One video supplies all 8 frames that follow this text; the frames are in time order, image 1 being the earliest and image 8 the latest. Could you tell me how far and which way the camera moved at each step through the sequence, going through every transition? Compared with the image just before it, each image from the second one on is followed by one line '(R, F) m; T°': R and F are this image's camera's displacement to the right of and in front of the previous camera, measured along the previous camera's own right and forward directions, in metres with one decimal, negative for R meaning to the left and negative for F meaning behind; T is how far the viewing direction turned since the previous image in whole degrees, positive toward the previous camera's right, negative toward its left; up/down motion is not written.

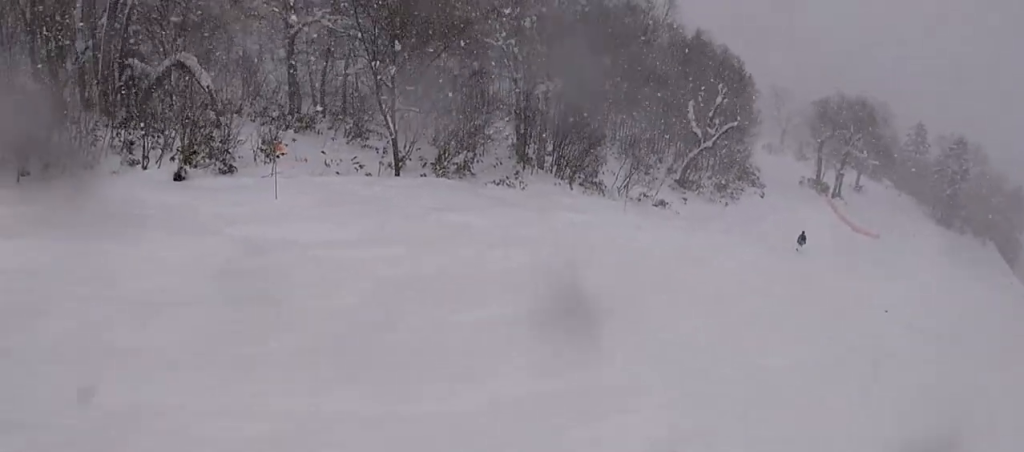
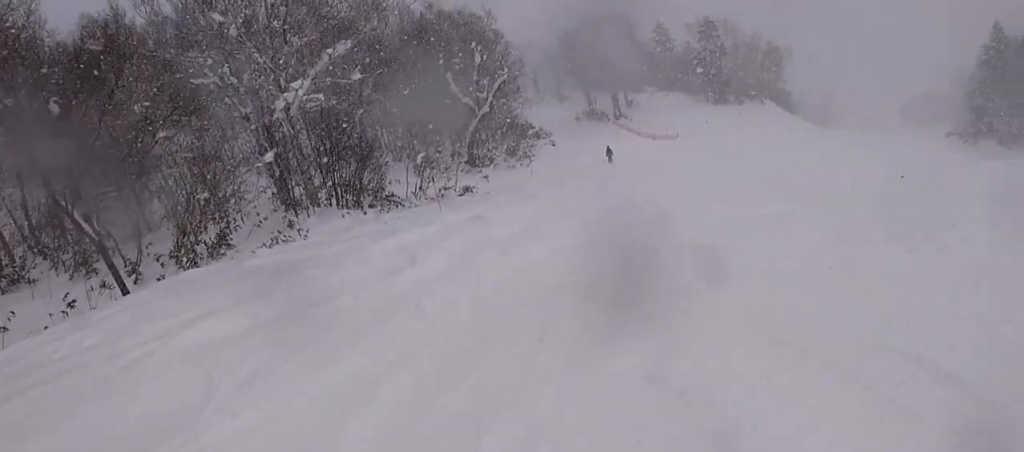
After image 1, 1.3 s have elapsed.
(+0.6, +7.4) m; +17°
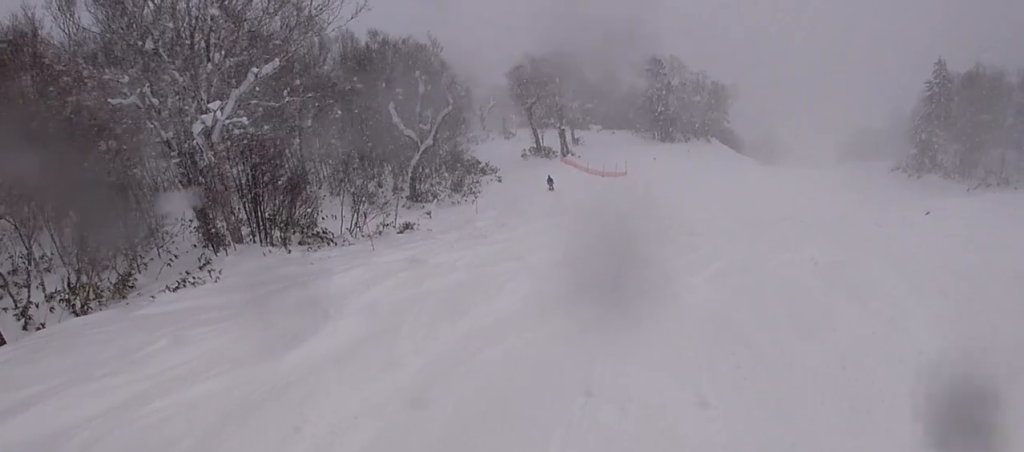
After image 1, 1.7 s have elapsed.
(+0.1, +2.5) m; +4°
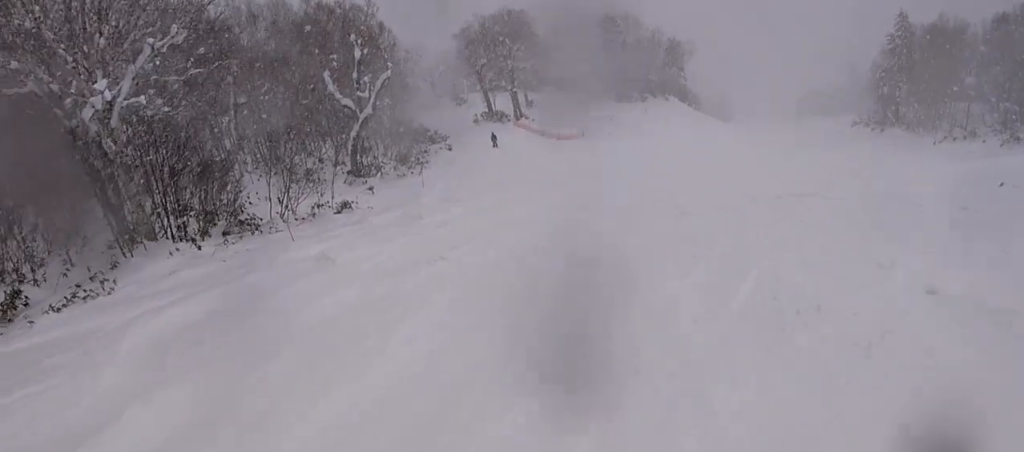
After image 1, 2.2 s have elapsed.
(+0.7, +3.2) m; +1°
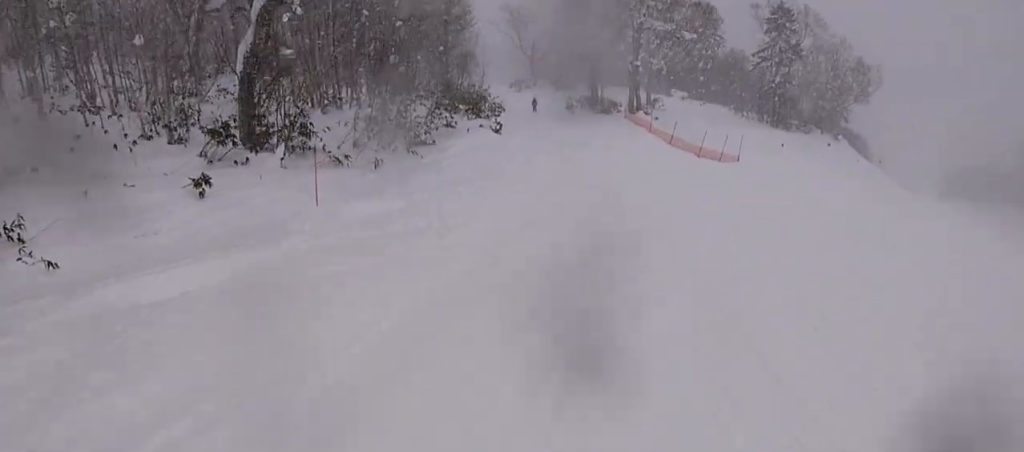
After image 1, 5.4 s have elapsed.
(-1.4, +28.0) m; -2°
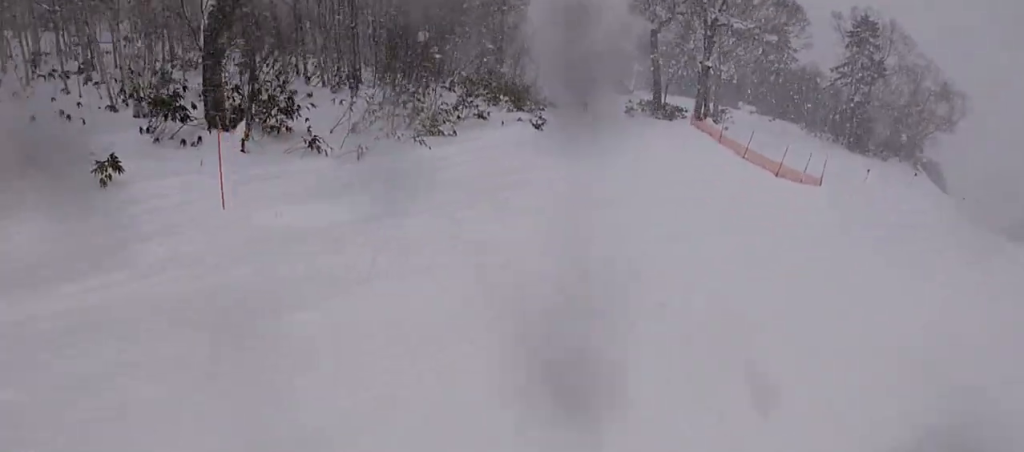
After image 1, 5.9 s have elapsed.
(-0.1, +4.8) m; -1°
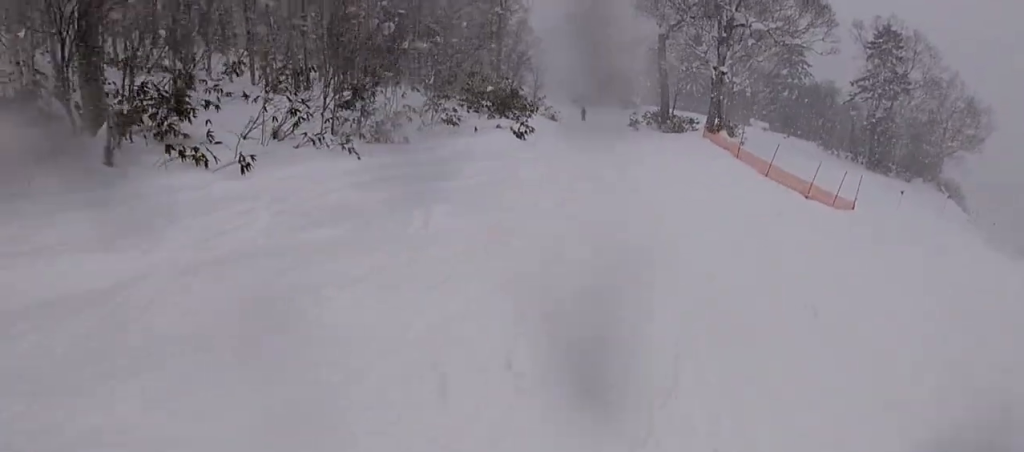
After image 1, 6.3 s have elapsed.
(-0.1, +4.3) m; -1°
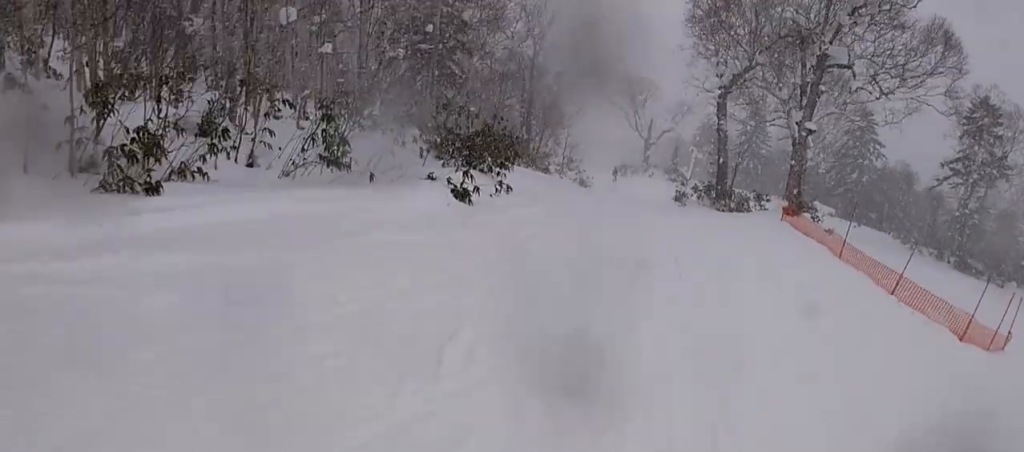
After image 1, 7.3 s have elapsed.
(-0.1, +9.3) m; -1°
